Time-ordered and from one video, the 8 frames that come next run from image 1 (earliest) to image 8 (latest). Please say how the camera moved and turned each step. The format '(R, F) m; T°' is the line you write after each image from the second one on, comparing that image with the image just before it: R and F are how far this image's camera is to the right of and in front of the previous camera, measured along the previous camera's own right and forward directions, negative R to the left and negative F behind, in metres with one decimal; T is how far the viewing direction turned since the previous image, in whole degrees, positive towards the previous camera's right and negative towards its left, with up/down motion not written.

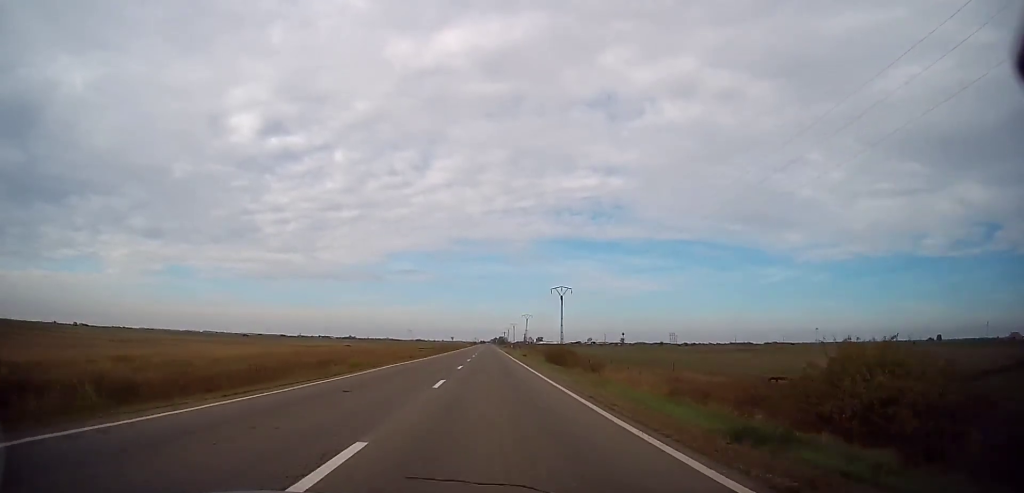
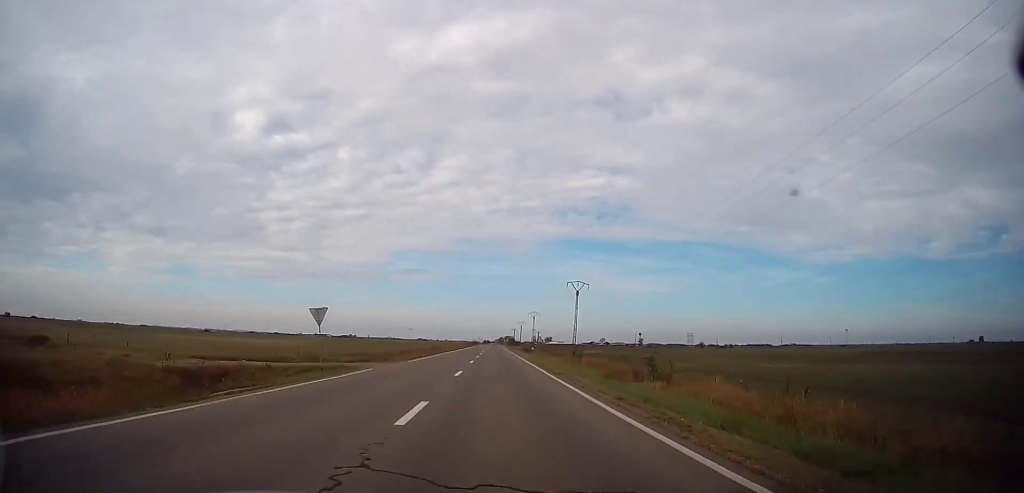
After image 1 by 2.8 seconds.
(-0.7, +86.9) m; -1°
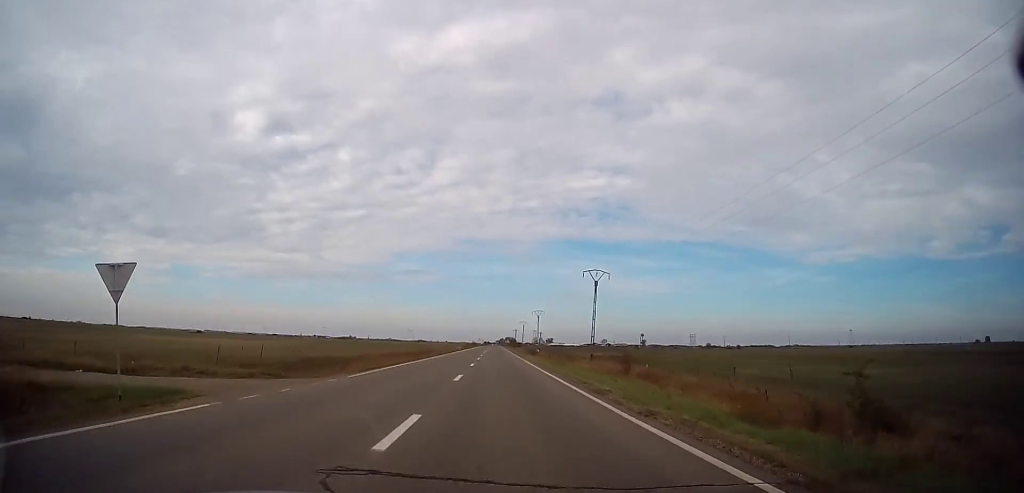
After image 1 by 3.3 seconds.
(-0.1, +13.3) m; 0°
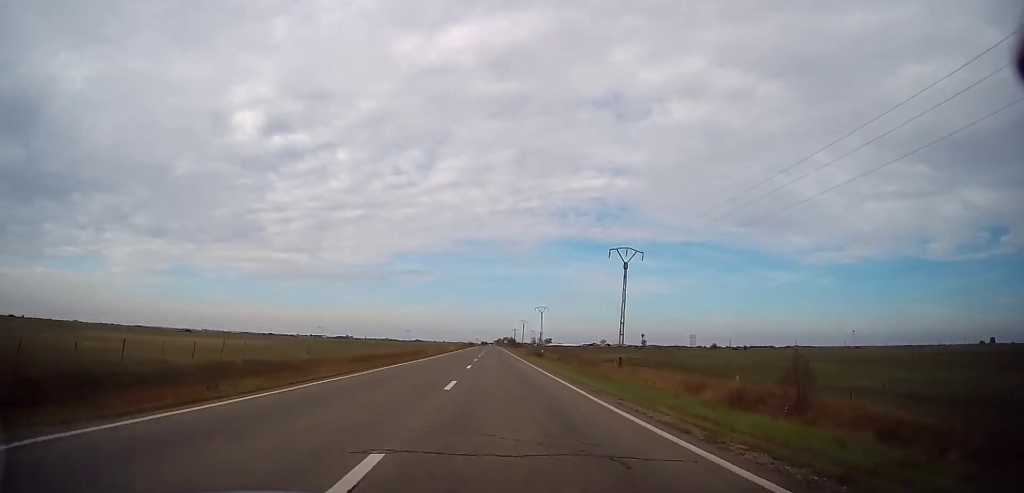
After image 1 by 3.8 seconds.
(-0.1, +14.9) m; 0°
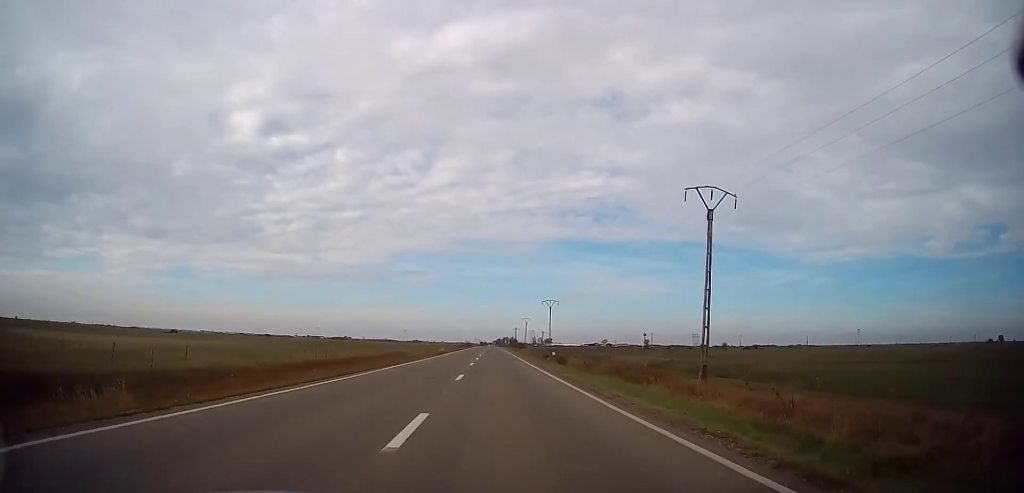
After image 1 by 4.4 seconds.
(-0.1, +19.5) m; +1°
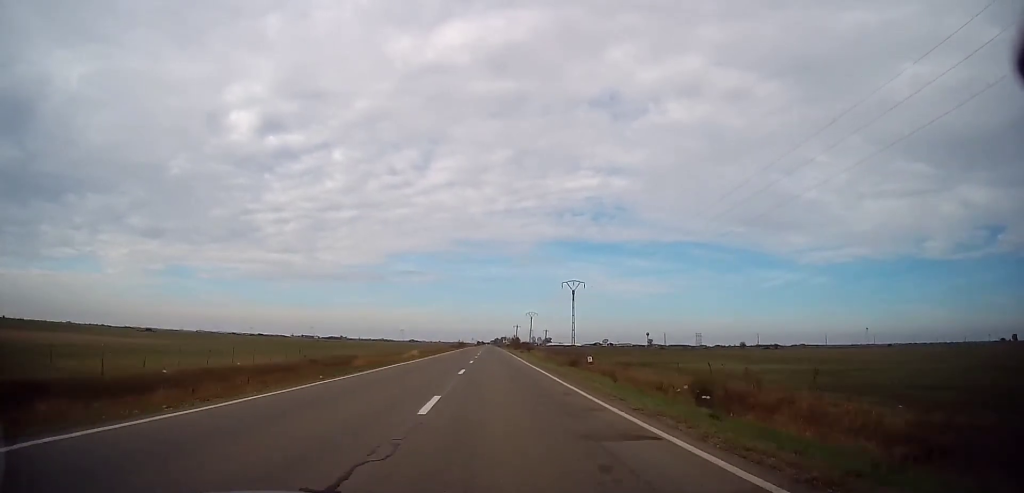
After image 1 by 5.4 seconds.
(+0.4, +31.8) m; +1°
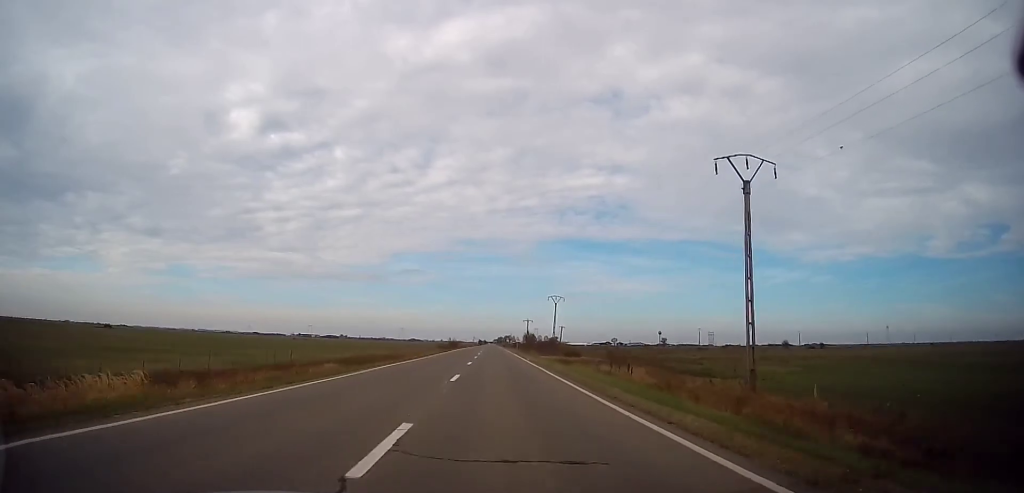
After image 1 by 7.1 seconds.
(-0.5, +50.3) m; -1°
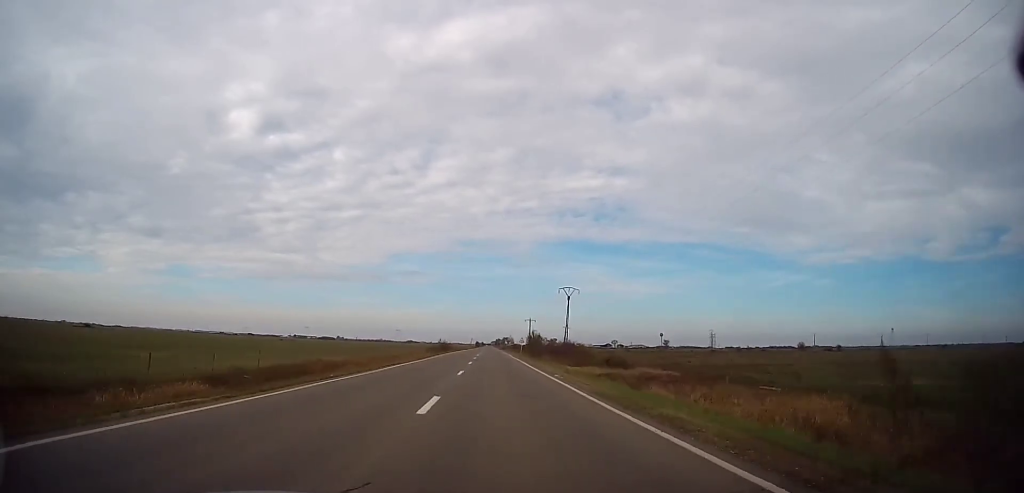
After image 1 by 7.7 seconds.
(0.0, +18.4) m; 0°
